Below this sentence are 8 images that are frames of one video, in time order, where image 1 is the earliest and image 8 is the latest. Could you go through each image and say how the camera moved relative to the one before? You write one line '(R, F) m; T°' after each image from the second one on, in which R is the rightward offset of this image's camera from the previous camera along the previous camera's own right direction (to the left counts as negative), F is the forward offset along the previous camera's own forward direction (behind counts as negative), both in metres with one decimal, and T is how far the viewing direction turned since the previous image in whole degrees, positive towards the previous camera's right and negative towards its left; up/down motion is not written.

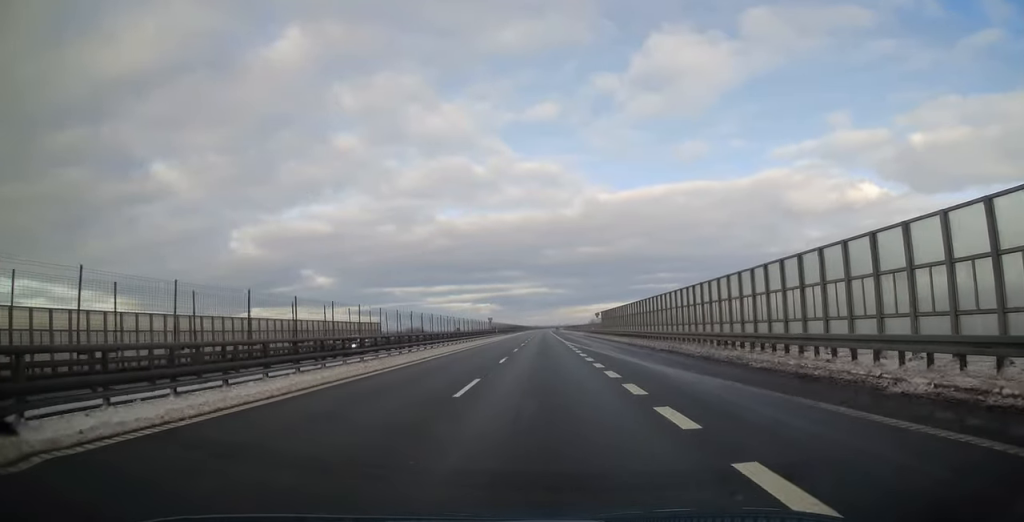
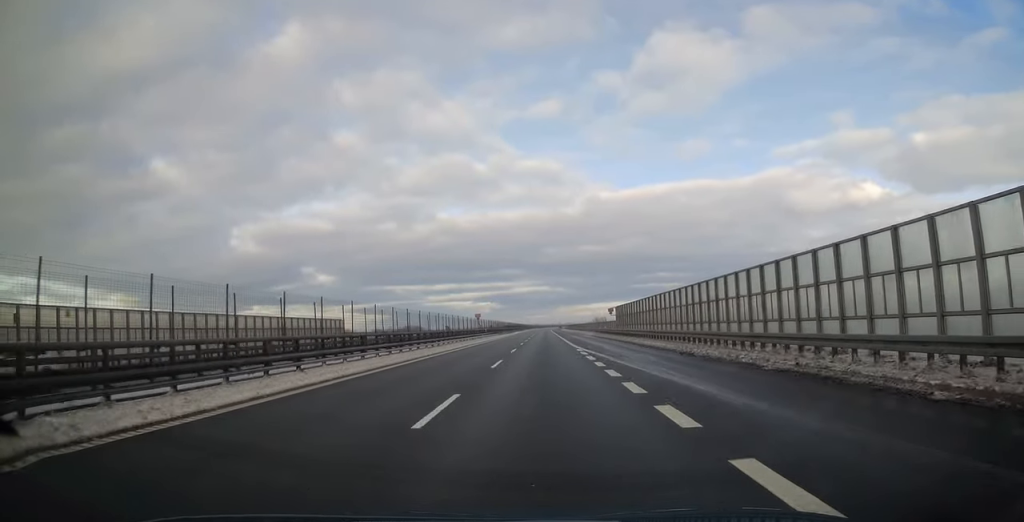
(0.0, +16.0) m; 0°
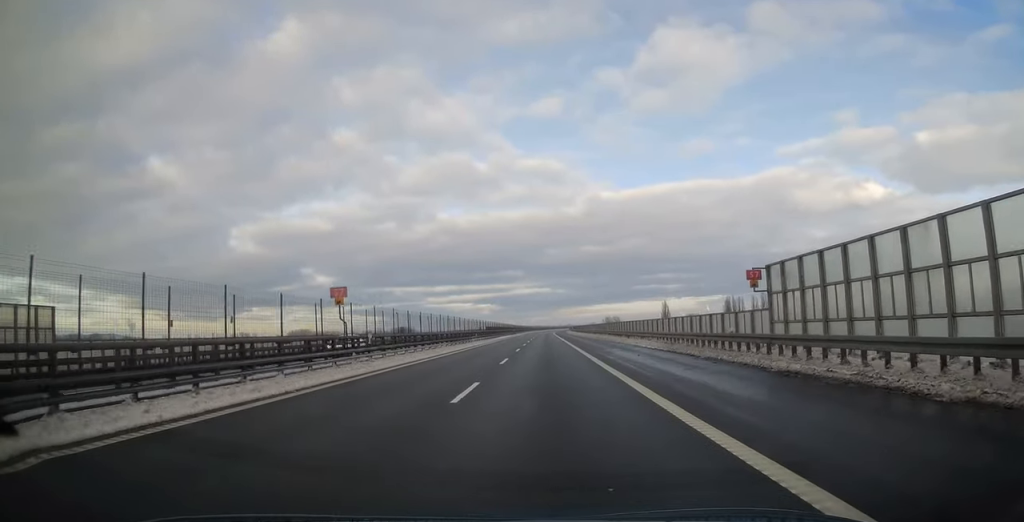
(0.0, +45.2) m; 0°
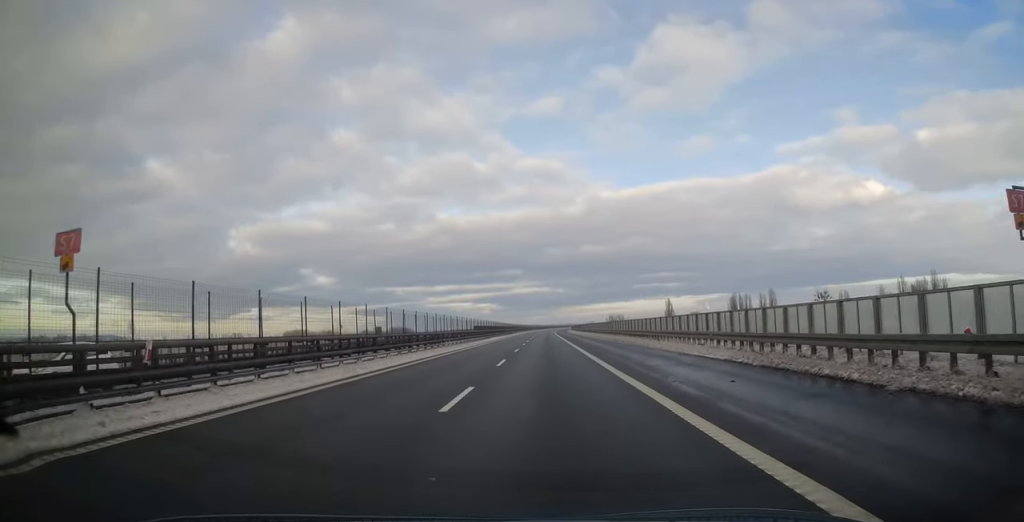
(0.0, +13.3) m; 0°
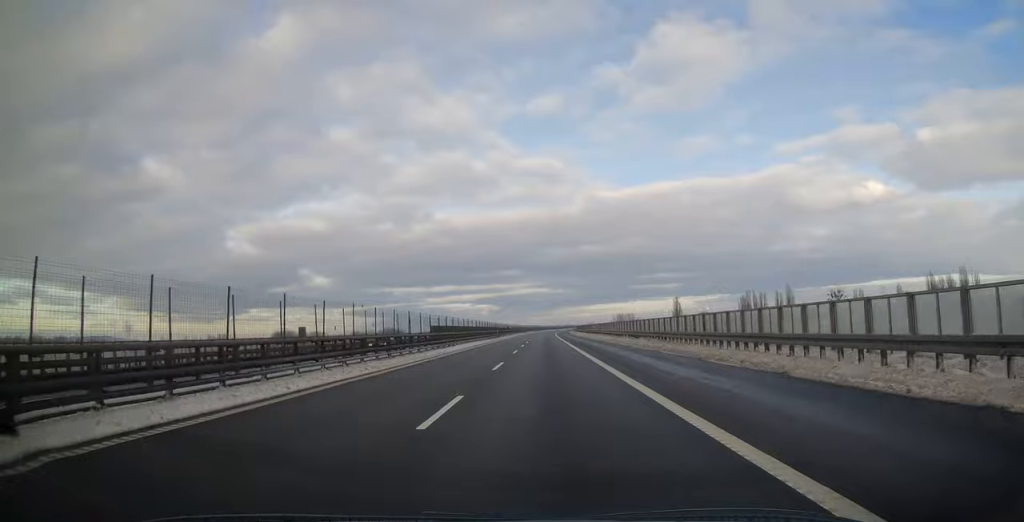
(0.0, +25.6) m; 0°
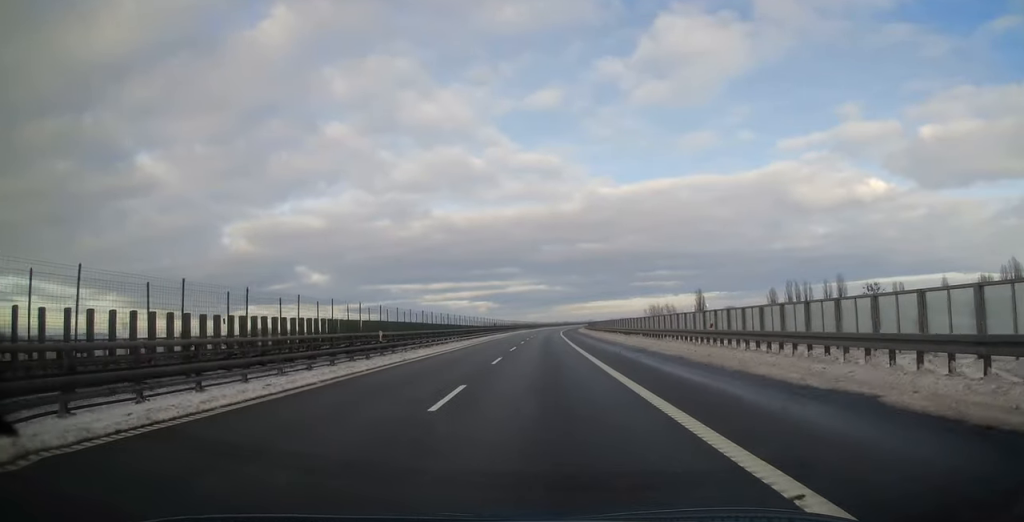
(+0.6, +58.6) m; 0°
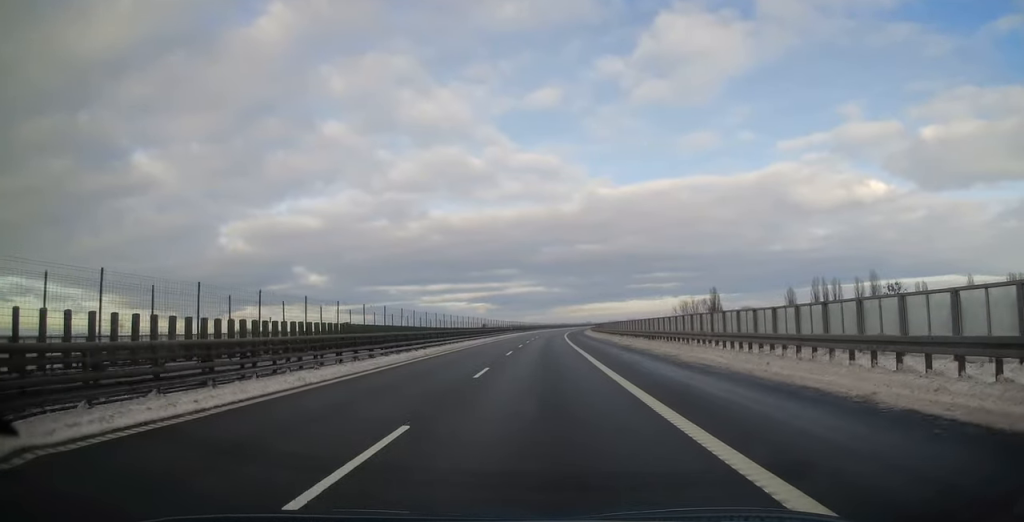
(-0.2, +29.3) m; 0°
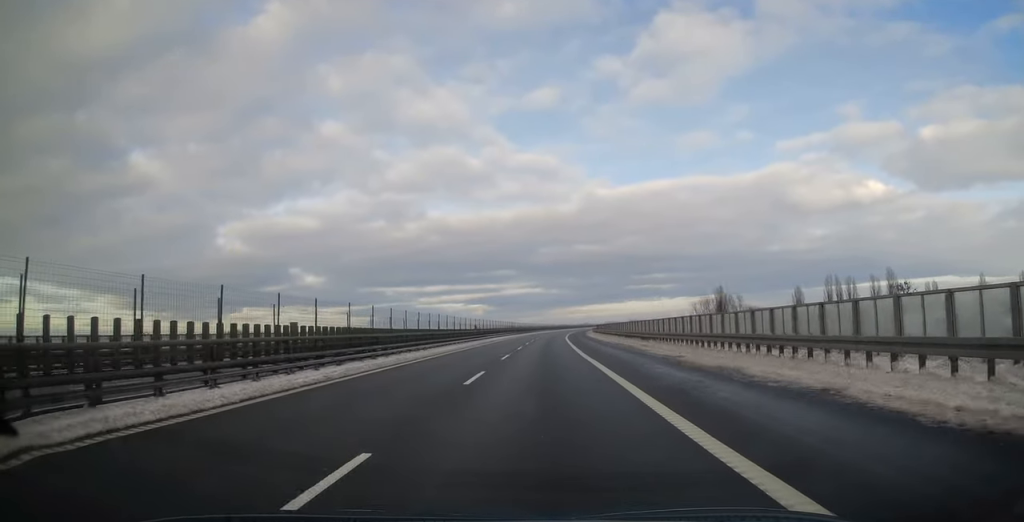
(-0.1, +13.9) m; 0°
